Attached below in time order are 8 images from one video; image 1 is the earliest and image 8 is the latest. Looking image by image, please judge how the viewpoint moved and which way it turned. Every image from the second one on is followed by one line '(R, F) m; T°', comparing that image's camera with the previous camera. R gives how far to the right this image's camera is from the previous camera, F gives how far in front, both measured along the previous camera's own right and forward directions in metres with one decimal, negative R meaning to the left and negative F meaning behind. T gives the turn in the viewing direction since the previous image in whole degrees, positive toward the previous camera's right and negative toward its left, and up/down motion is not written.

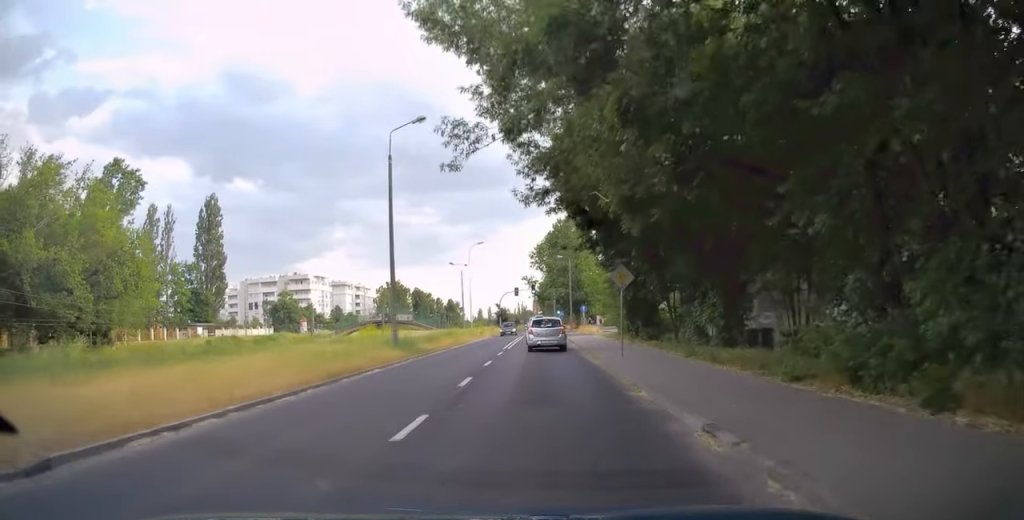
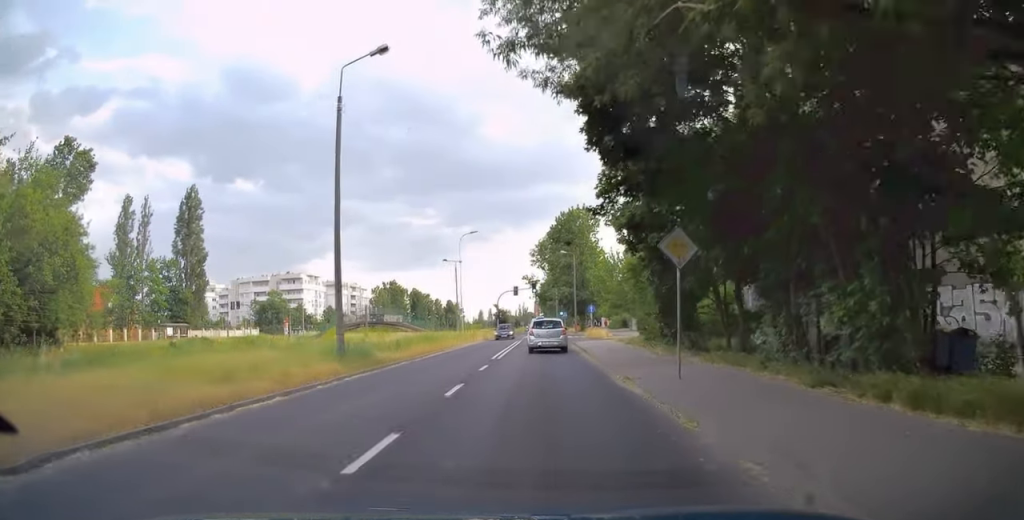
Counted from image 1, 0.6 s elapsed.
(0.0, +8.1) m; -1°
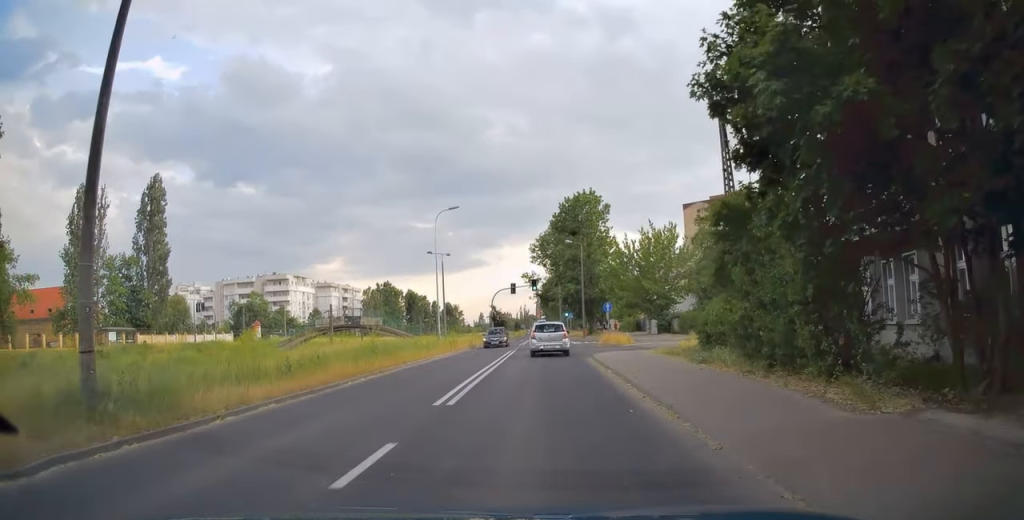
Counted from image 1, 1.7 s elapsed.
(-0.2, +12.7) m; -1°
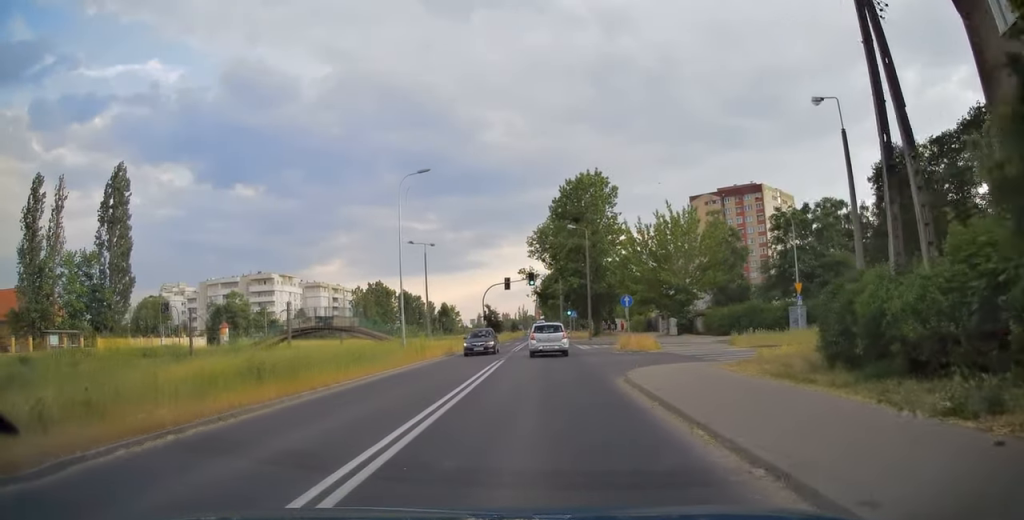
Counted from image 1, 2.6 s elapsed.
(0.0, +10.0) m; 0°
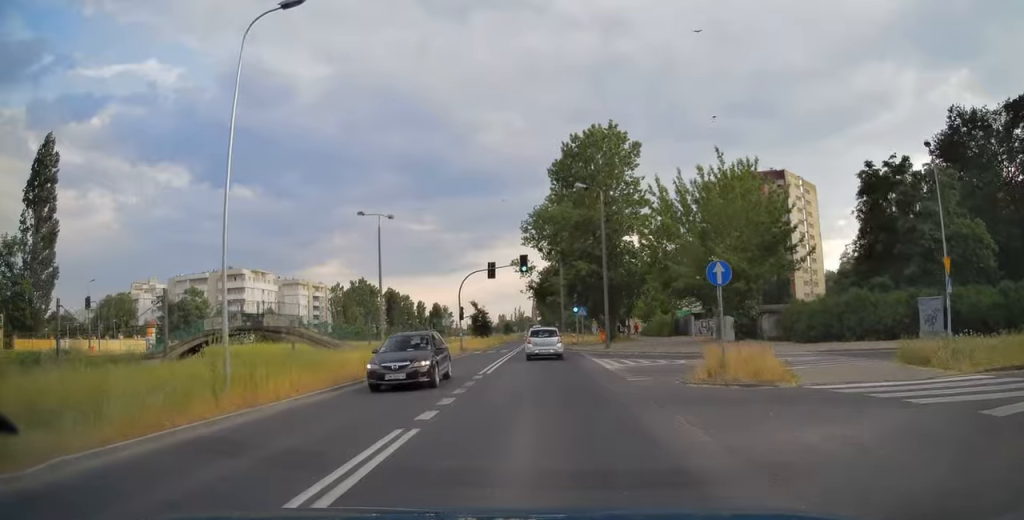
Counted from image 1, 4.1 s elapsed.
(+0.2, +16.9) m; +1°
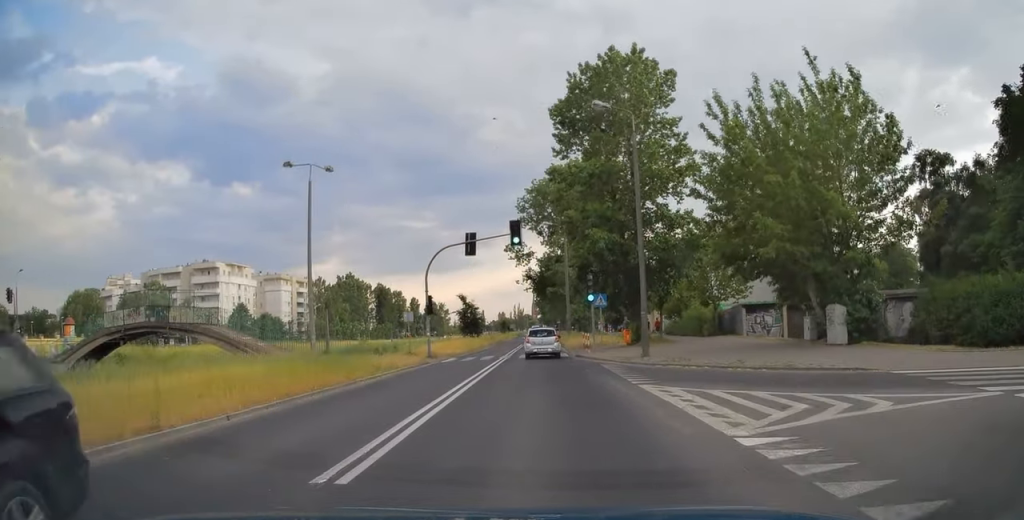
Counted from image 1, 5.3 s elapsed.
(-0.1, +13.9) m; -1°
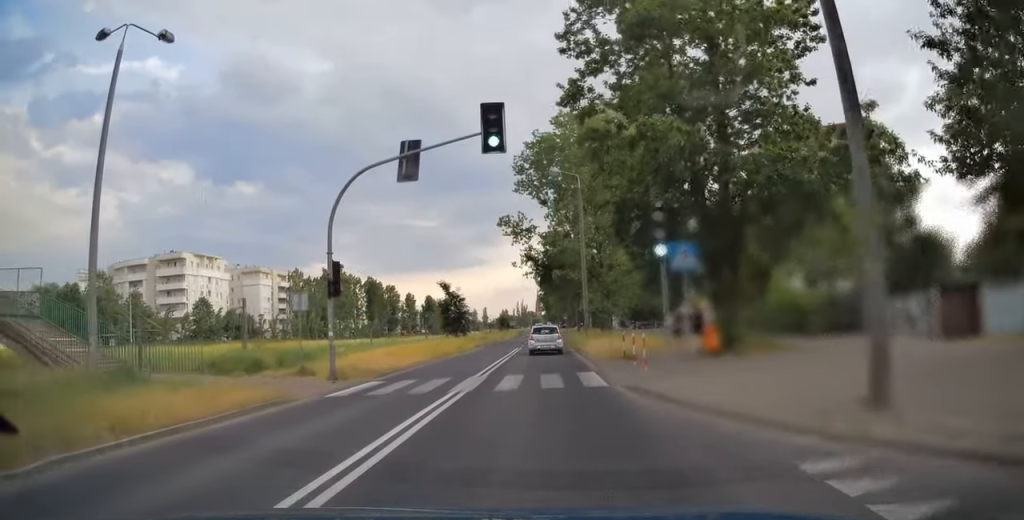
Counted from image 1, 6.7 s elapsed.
(-0.1, +16.7) m; 0°
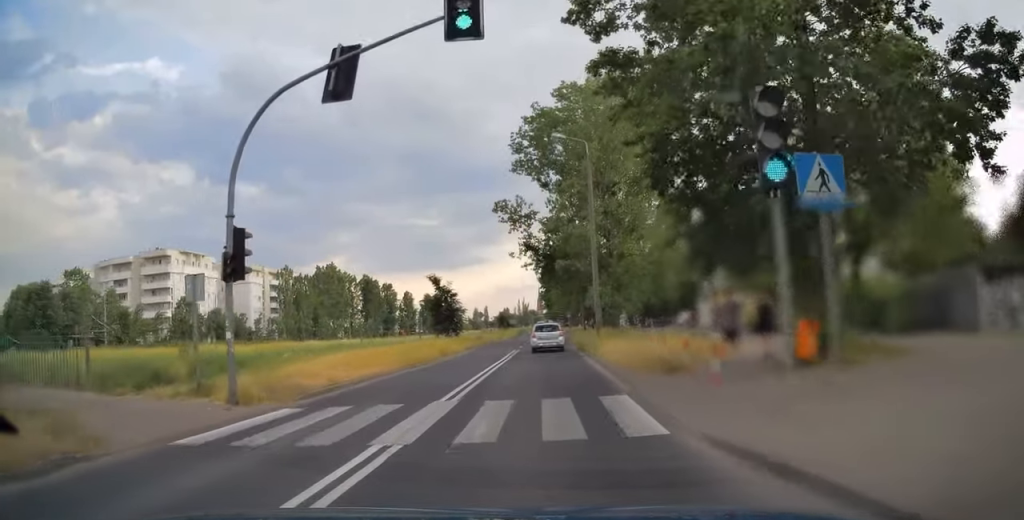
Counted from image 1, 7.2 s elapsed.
(0.0, +6.4) m; 0°
